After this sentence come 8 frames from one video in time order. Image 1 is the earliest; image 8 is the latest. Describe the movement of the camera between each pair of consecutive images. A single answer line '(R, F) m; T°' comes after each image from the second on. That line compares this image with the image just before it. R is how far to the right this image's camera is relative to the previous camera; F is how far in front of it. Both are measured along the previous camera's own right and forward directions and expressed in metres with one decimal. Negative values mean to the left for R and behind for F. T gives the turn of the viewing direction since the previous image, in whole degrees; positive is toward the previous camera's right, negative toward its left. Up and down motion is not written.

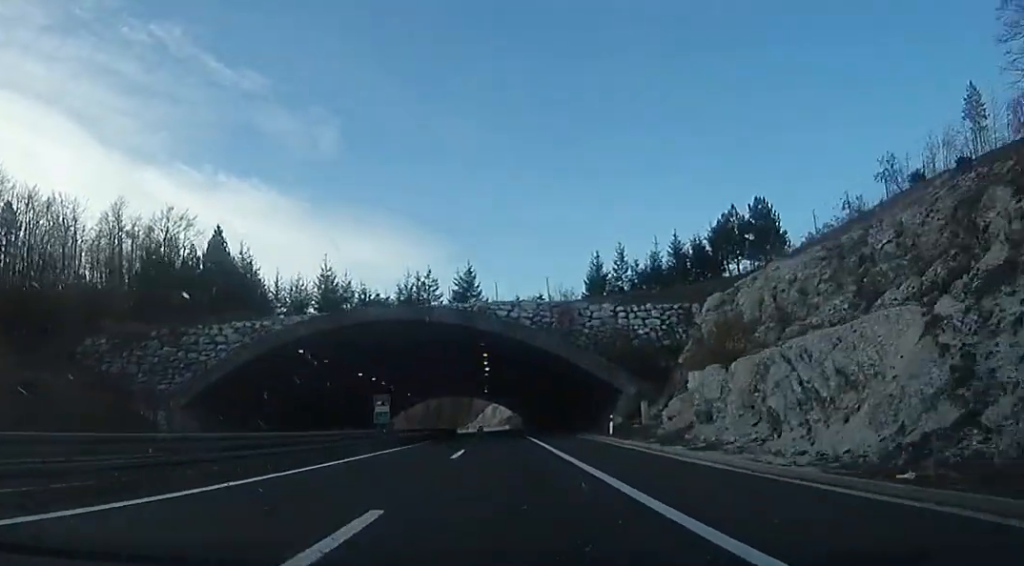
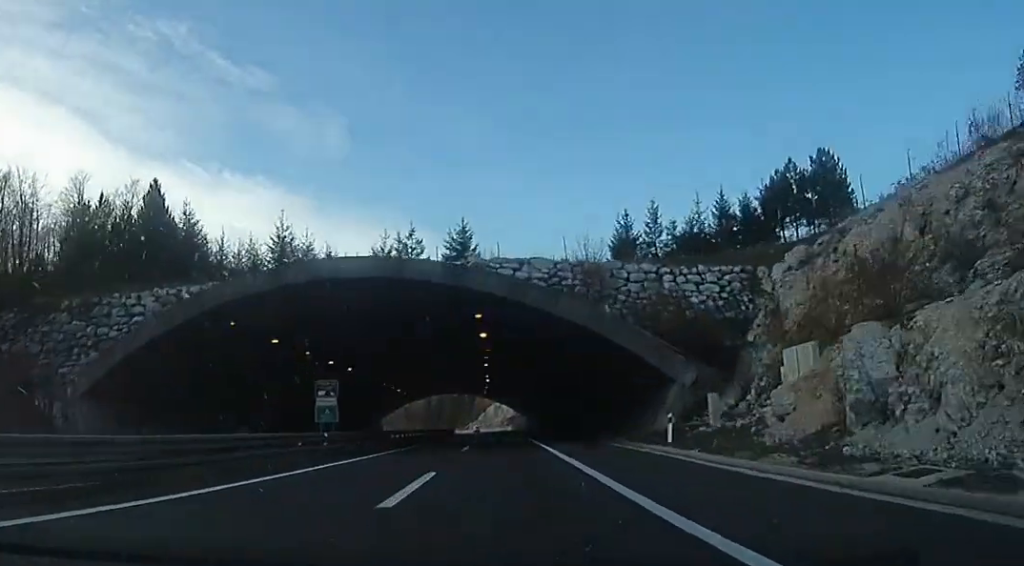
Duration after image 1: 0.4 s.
(+0.2, +11.9) m; +1°
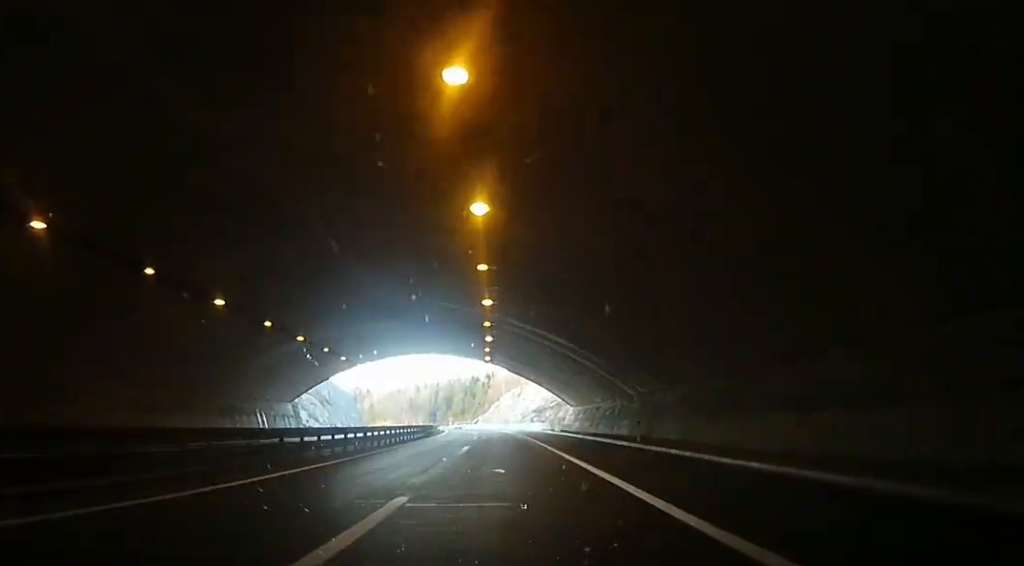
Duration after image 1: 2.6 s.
(-1.1, +62.6) m; -5°
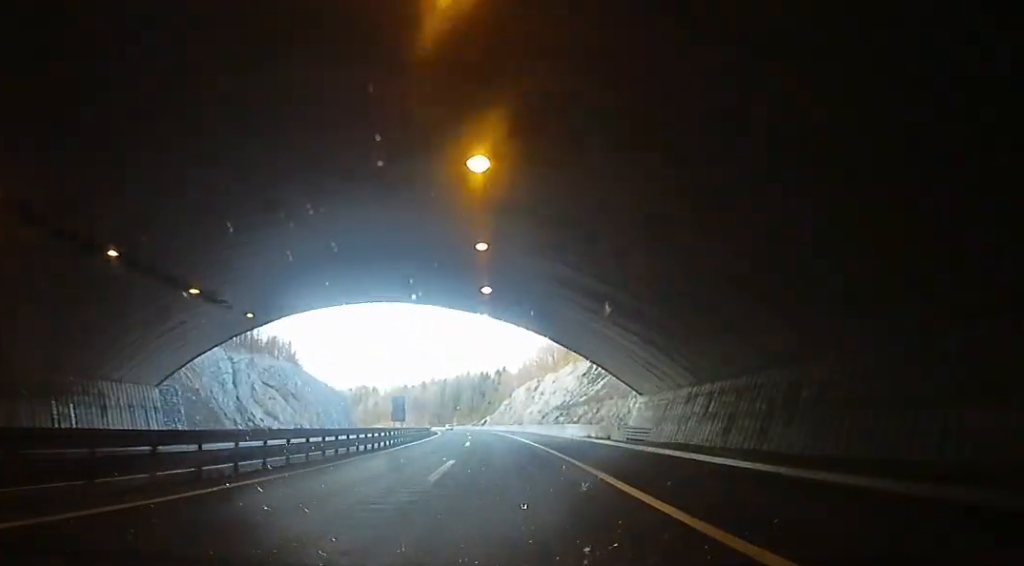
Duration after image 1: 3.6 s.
(-0.9, +29.5) m; -4°
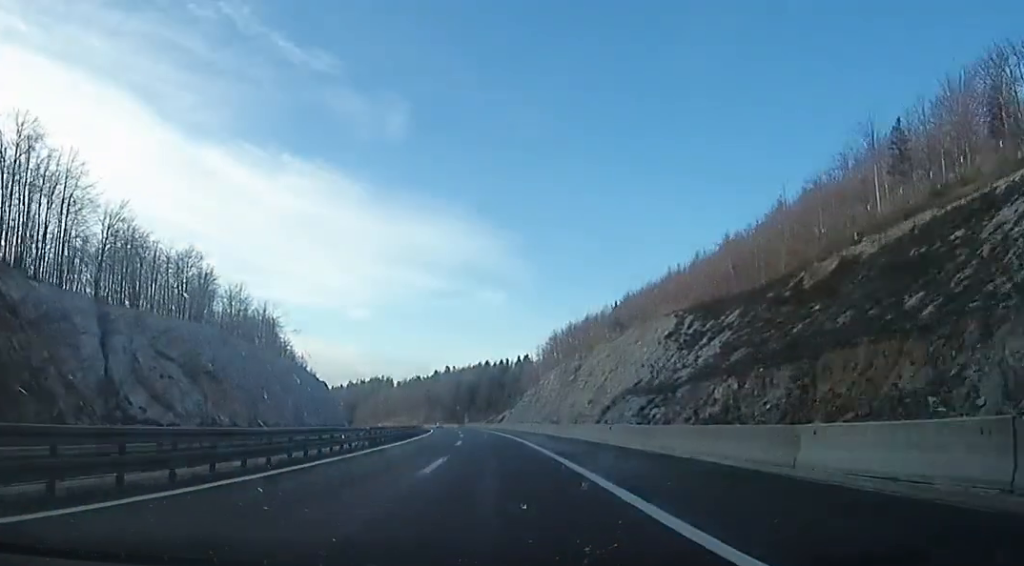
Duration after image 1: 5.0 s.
(-0.2, +39.2) m; +2°
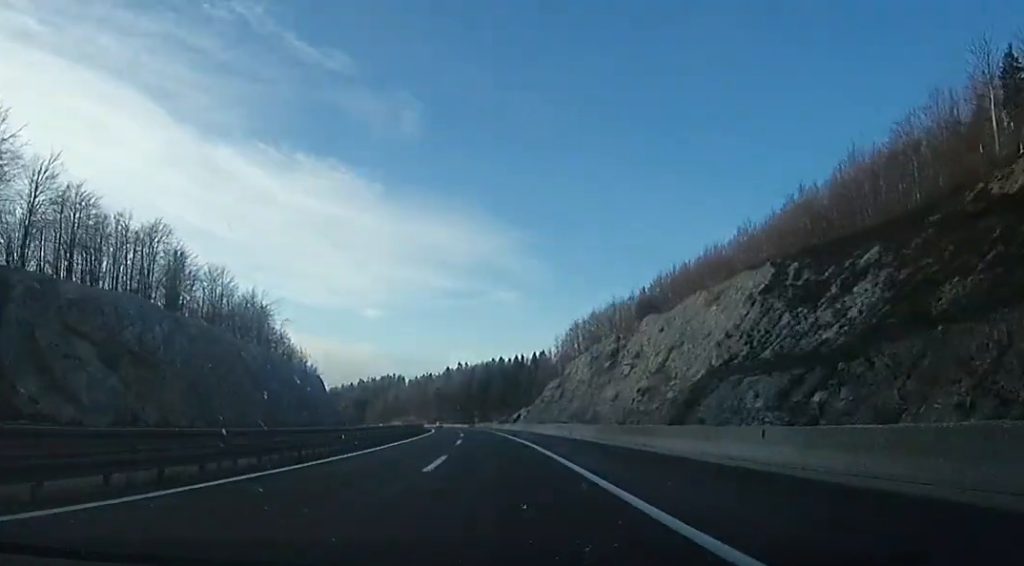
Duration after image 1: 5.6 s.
(+1.0, +18.4) m; +1°
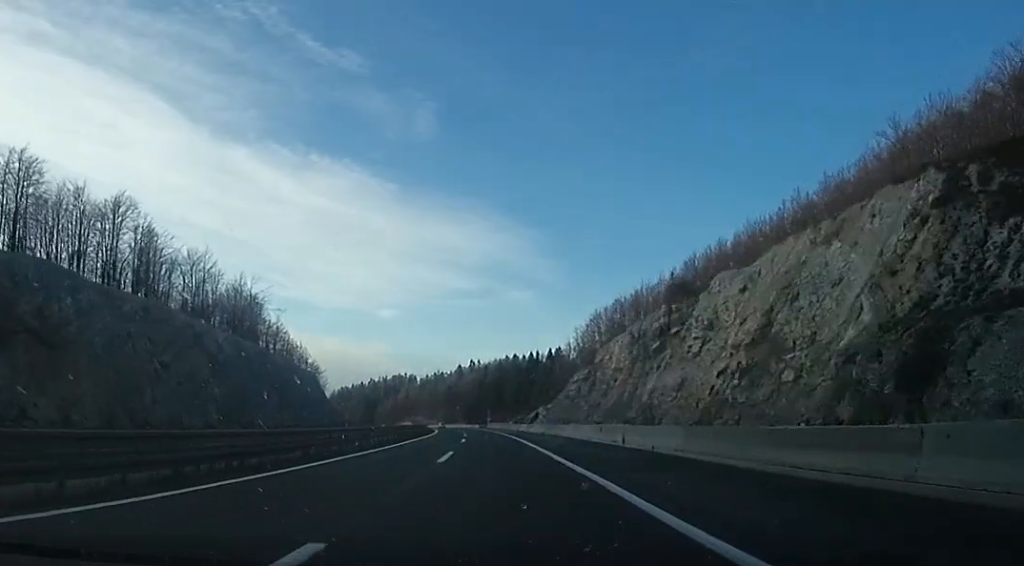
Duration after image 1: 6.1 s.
(-0.3, +15.4) m; -1°
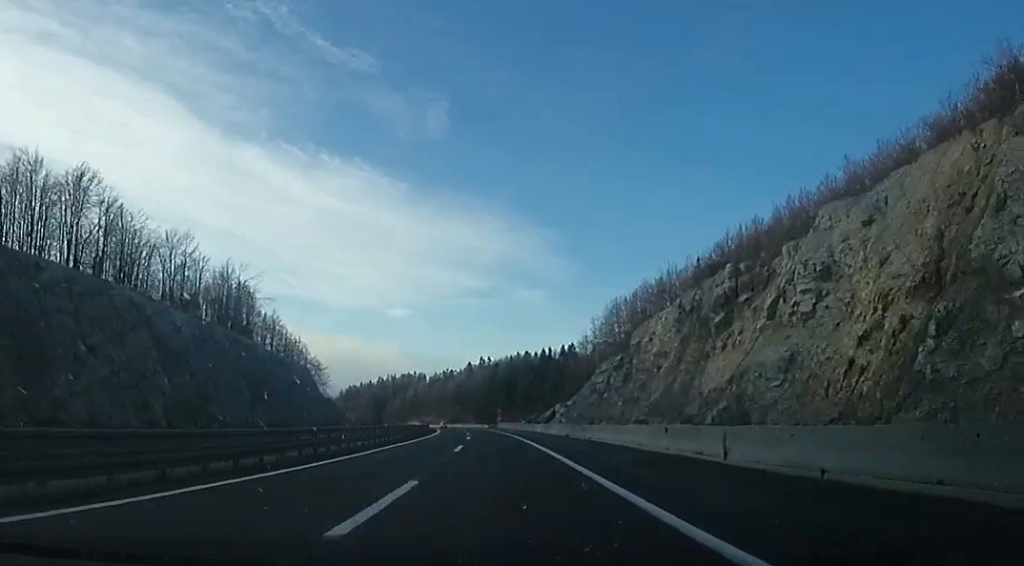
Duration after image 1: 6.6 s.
(-0.1, +12.5) m; -2°
